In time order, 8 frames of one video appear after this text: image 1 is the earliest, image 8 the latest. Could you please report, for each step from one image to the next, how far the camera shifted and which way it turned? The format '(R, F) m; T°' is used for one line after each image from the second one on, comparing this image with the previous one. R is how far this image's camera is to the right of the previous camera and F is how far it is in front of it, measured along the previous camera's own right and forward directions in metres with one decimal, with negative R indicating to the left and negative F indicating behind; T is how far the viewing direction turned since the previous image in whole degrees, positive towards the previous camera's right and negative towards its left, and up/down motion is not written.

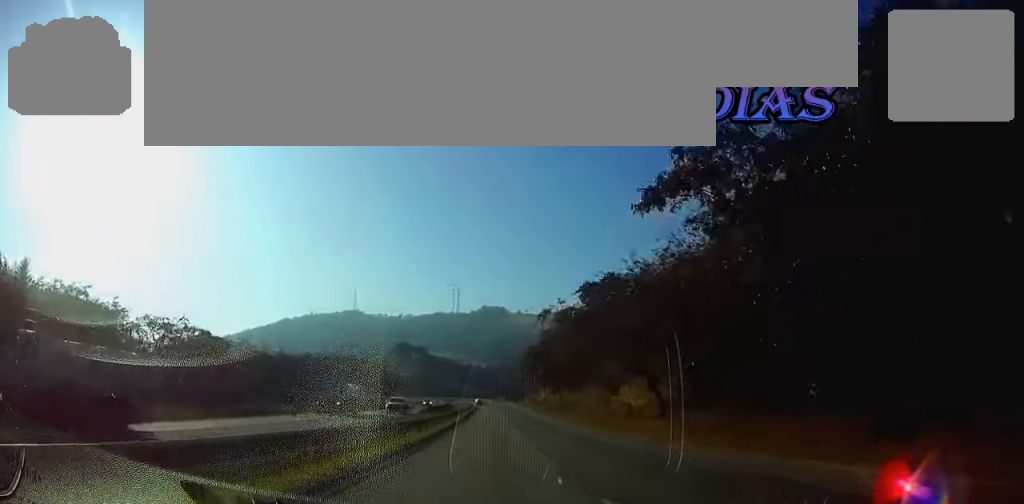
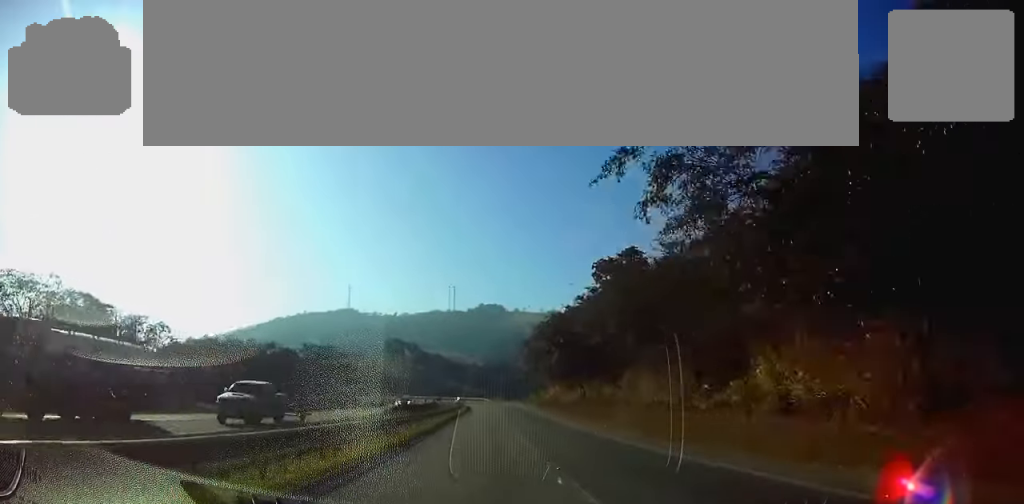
(-0.1, +25.9) m; 0°
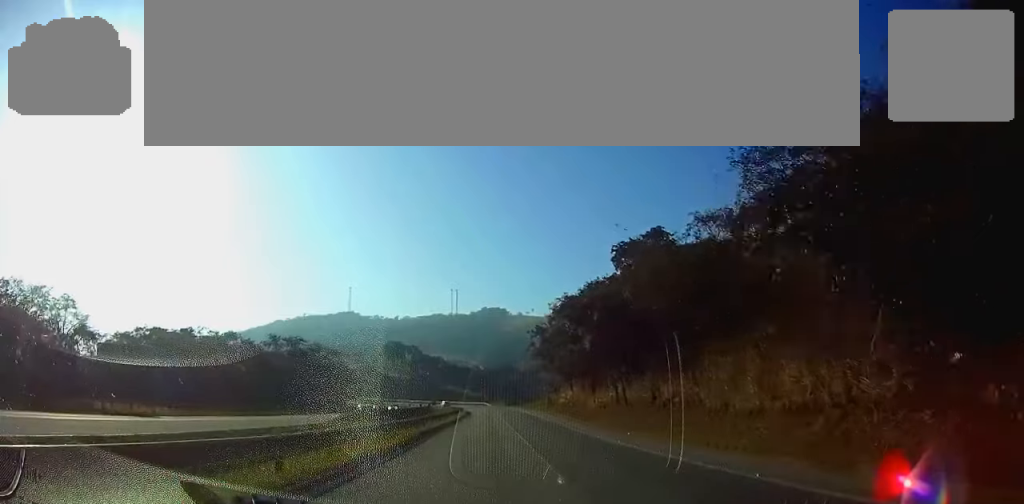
(0.0, +19.0) m; 0°
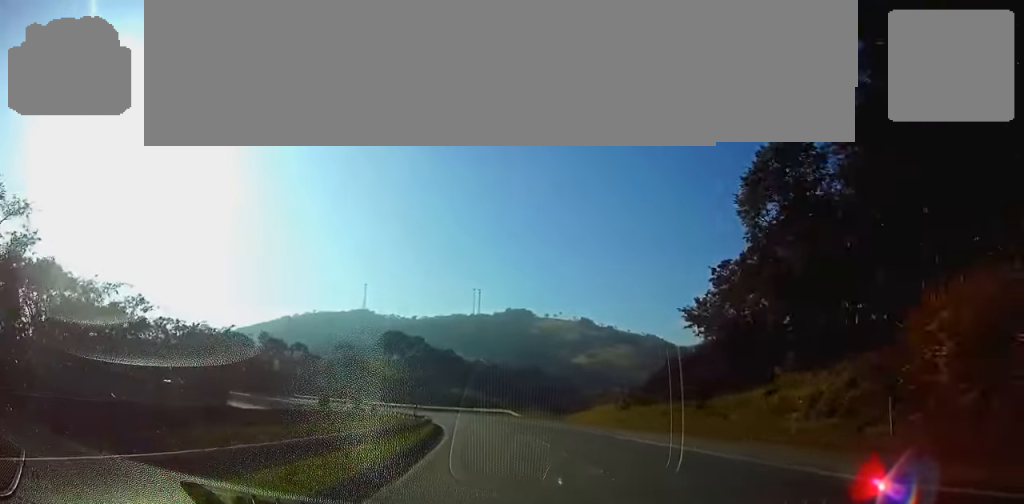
(-0.7, +81.7) m; -2°
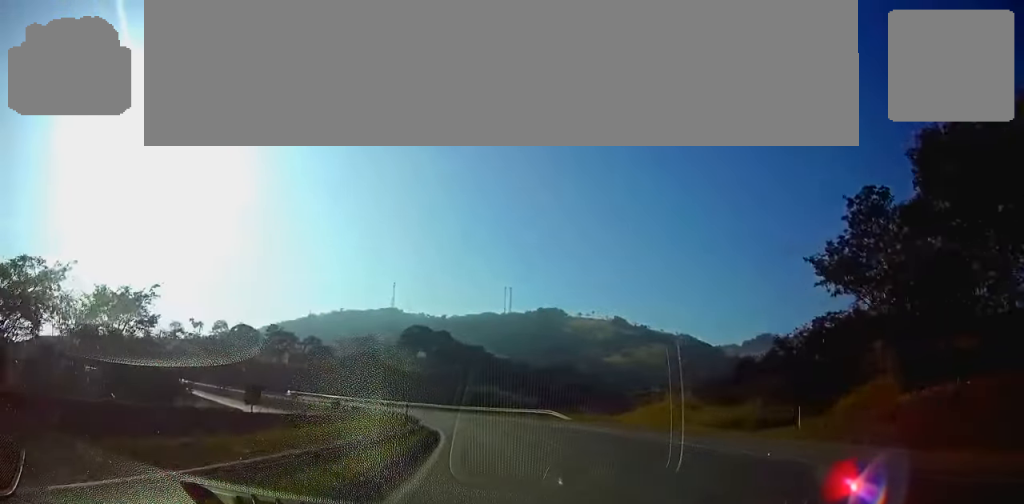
(-0.2, +23.1) m; -1°
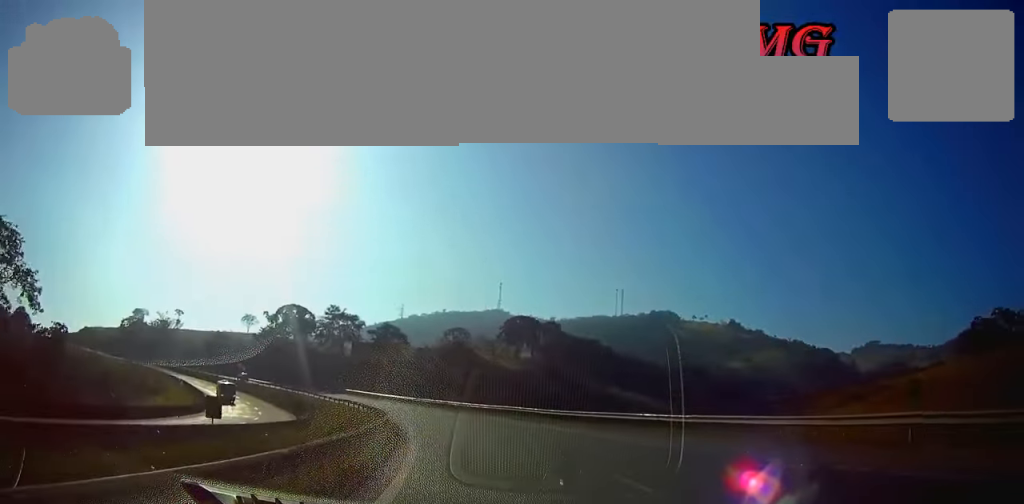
(-2.7, +48.5) m; -10°
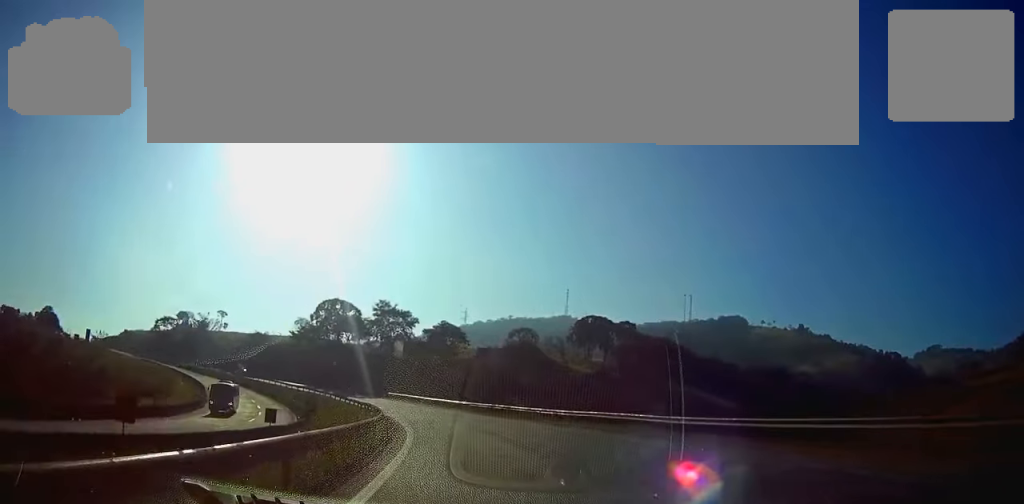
(-1.2, +20.6) m; -6°
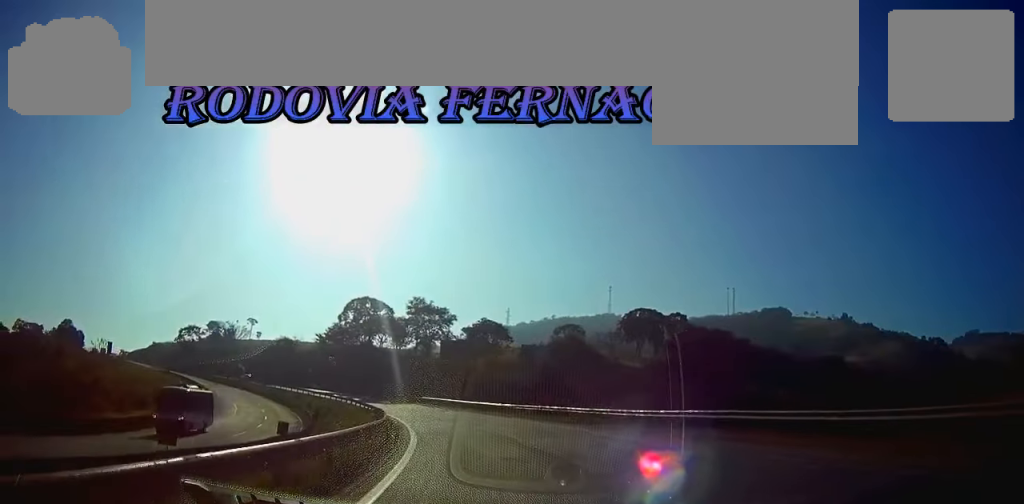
(0.0, +12.5) m; -4°
